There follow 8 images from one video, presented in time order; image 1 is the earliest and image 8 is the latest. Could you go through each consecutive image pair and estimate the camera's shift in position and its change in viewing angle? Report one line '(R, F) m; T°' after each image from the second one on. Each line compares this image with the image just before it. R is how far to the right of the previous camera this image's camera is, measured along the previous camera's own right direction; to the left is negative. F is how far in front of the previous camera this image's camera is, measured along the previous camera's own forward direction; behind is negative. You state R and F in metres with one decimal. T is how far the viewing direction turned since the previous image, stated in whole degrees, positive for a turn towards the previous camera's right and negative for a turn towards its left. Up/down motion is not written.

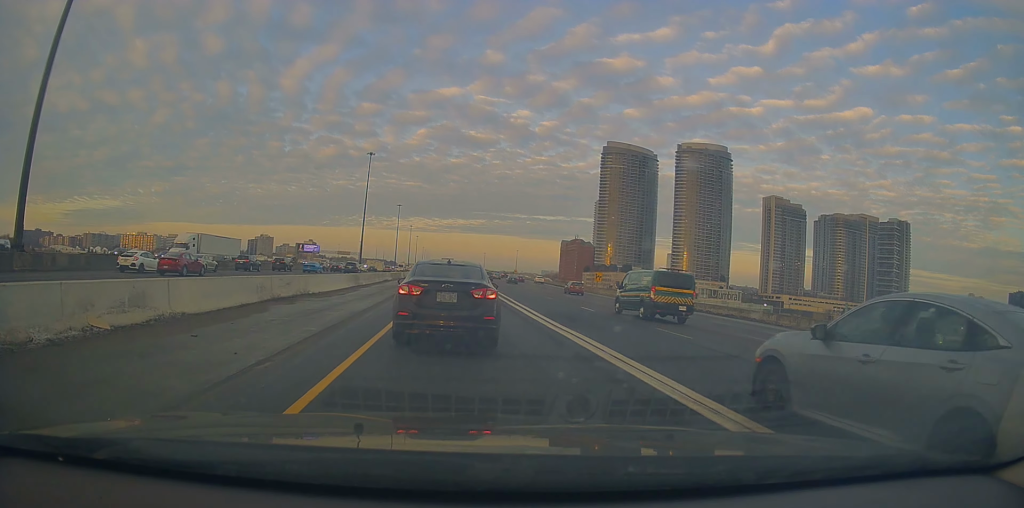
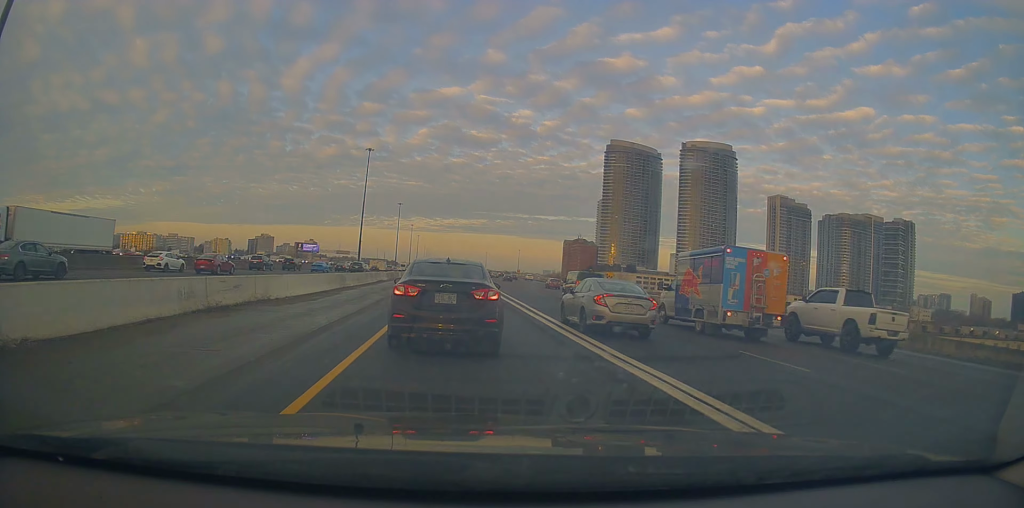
(-0.2, +5.7) m; +1°
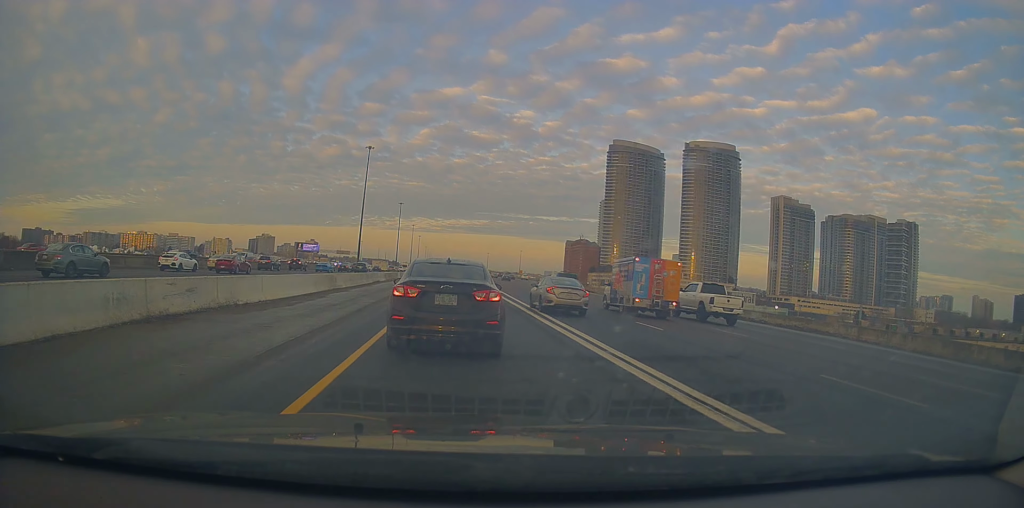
(+0.2, +3.4) m; +2°
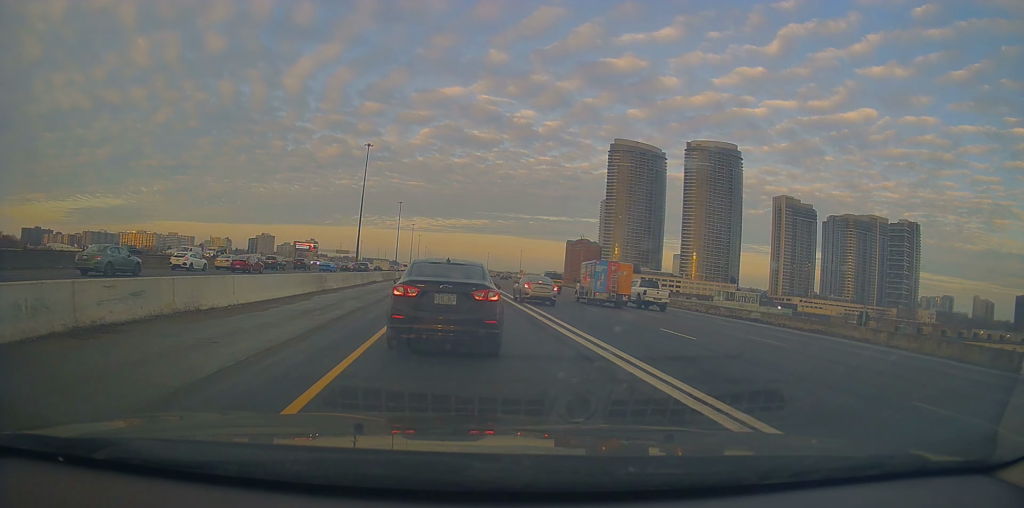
(+0.1, +2.8) m; +1°
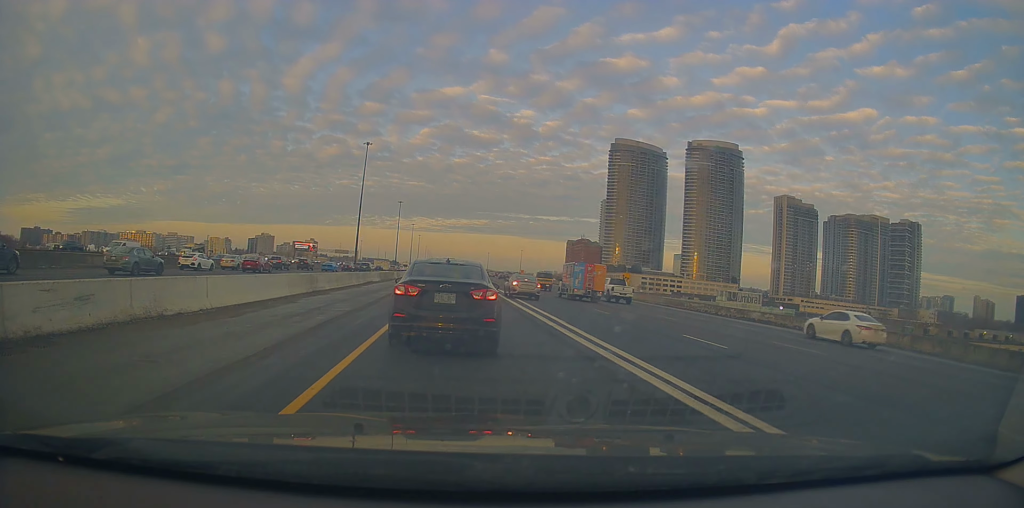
(0.0, +2.1) m; -1°
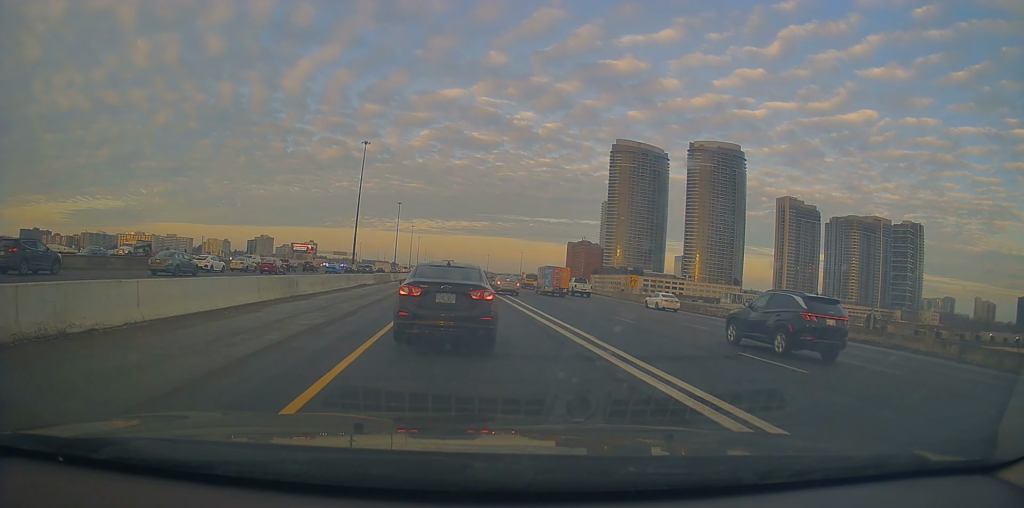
(0.0, +3.8) m; 0°
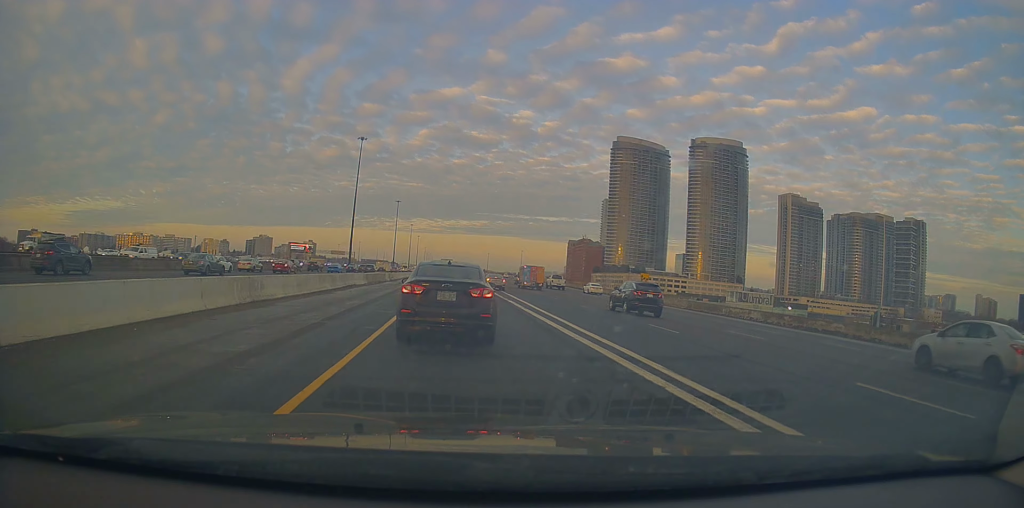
(0.0, +4.3) m; +1°
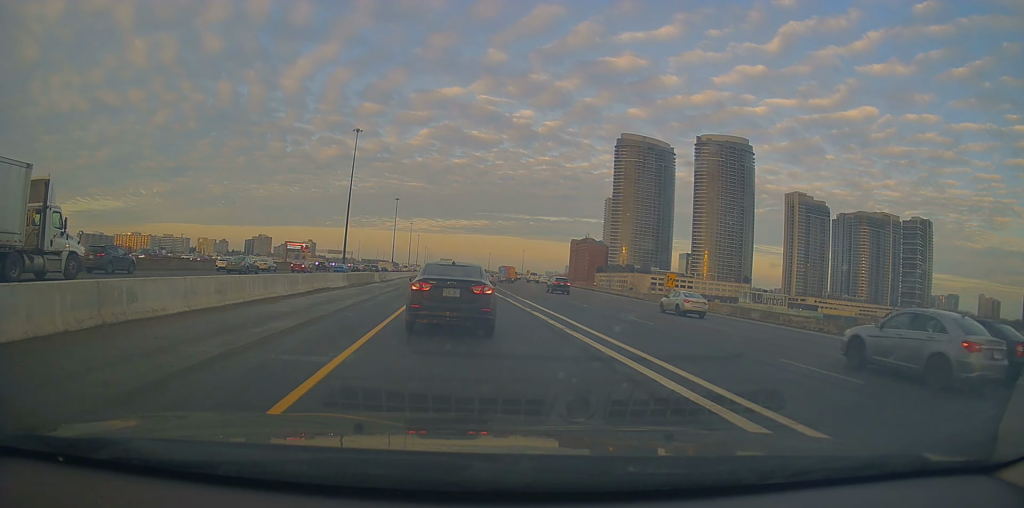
(-0.1, +9.0) m; -4°
